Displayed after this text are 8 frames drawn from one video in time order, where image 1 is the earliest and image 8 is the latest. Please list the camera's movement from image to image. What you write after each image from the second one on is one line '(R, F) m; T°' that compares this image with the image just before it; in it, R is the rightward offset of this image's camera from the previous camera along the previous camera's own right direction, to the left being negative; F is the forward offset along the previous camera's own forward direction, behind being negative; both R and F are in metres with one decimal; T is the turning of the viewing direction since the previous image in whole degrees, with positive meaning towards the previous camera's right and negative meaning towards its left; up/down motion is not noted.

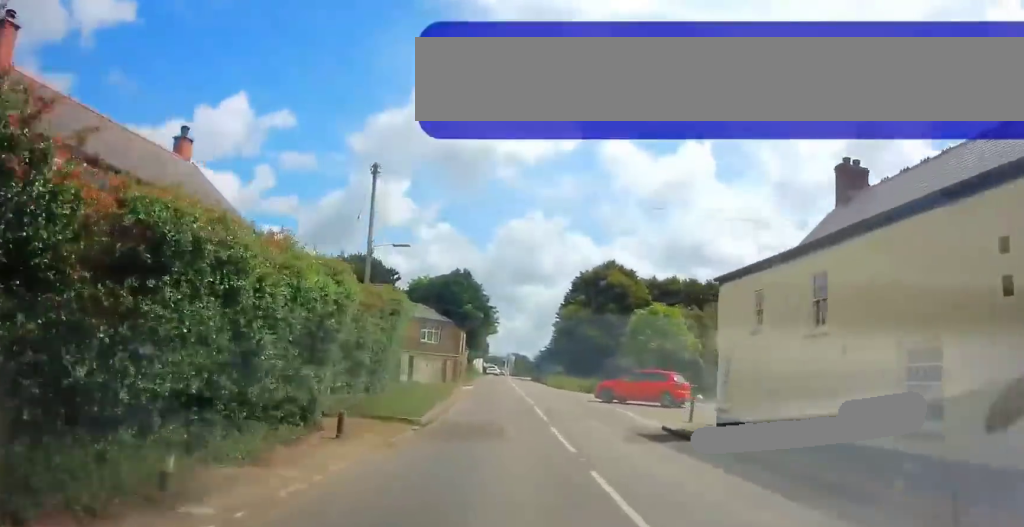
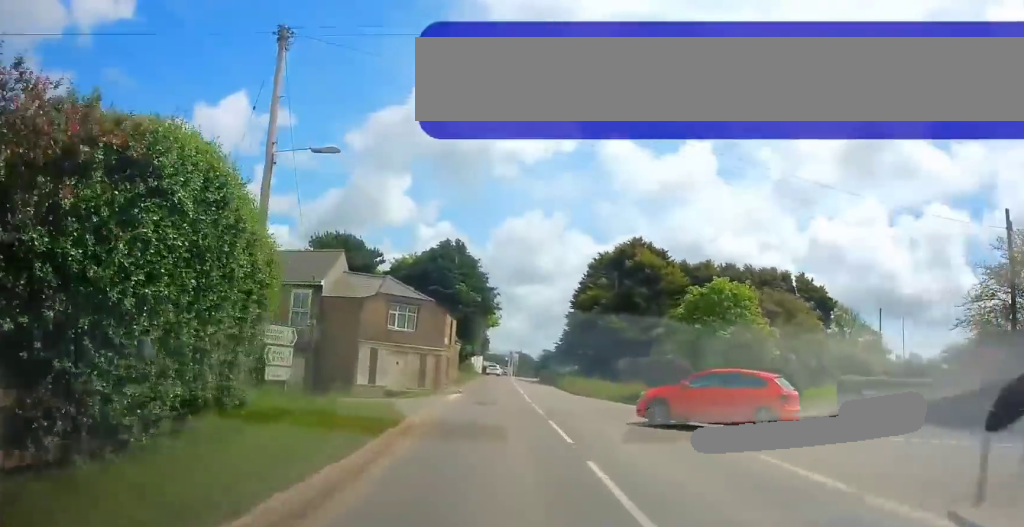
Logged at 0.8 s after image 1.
(+0.1, +10.8) m; -2°
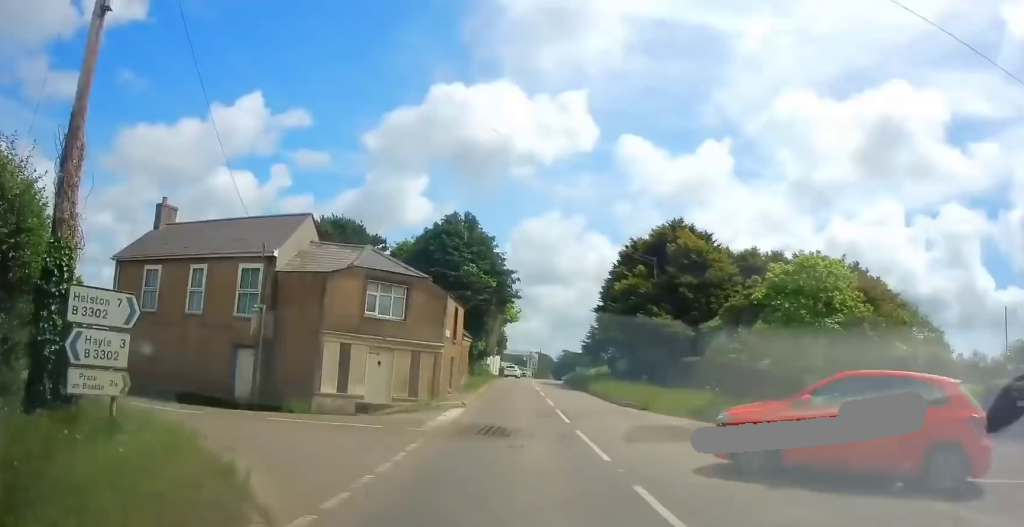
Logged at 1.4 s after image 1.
(0.0, +6.0) m; -2°
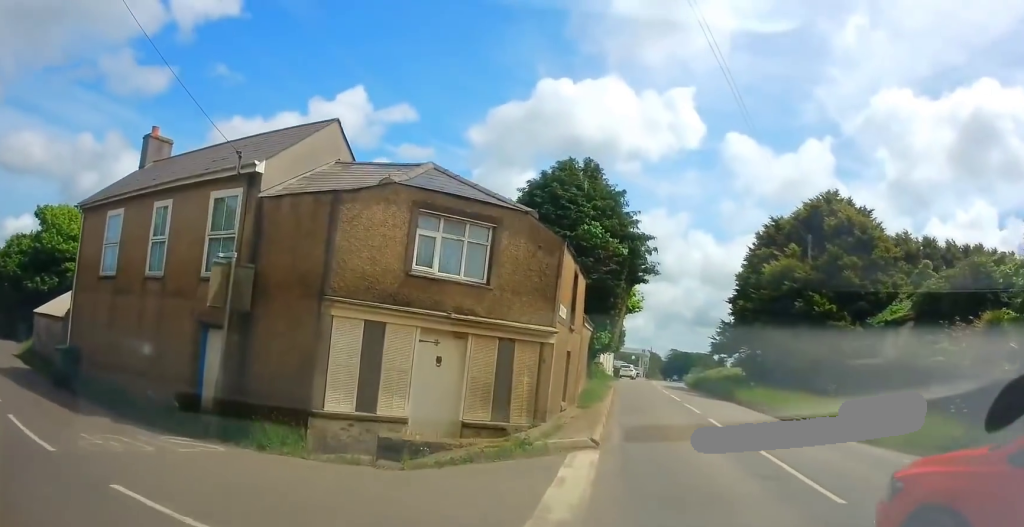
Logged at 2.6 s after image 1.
(-0.6, +6.6) m; -5°
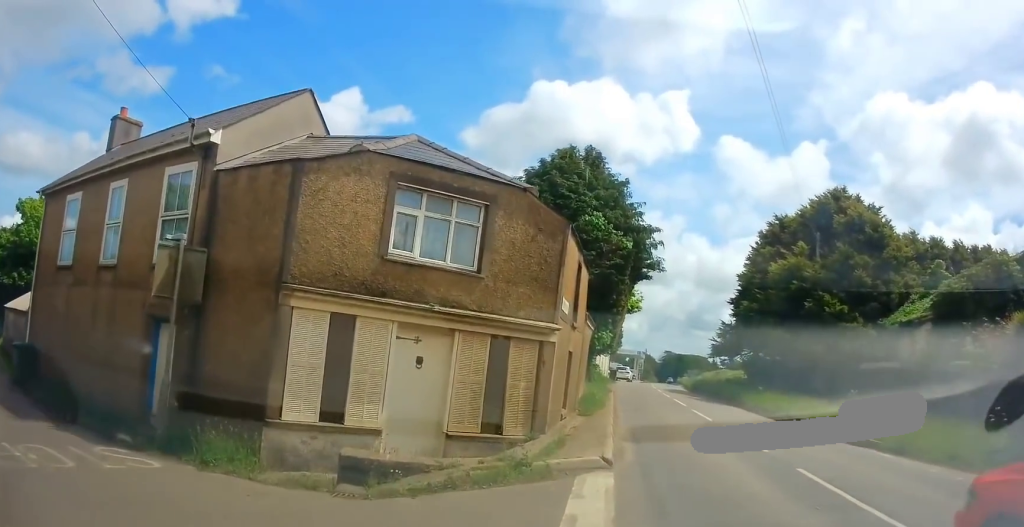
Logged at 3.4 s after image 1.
(0.0, +1.3) m; 0°
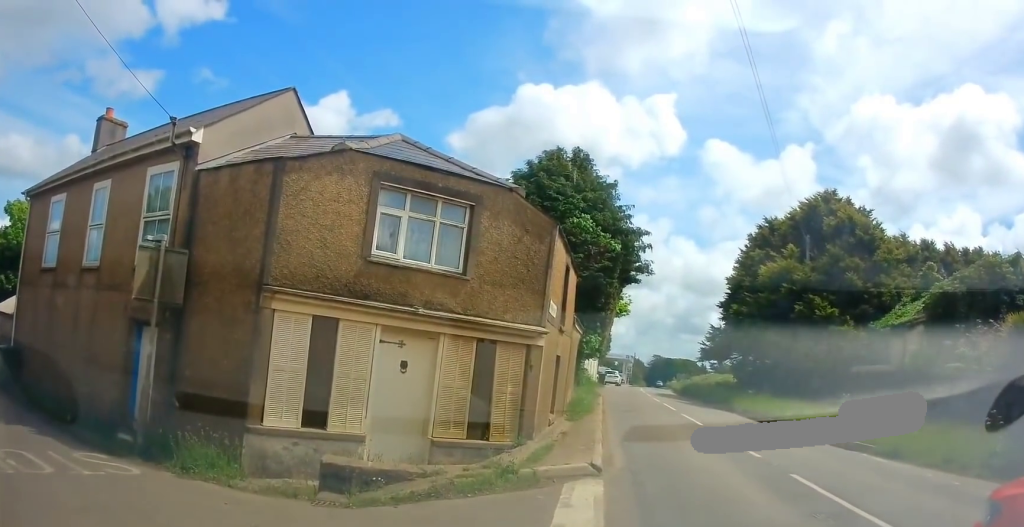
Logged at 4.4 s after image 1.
(0.0, +0.4) m; 0°
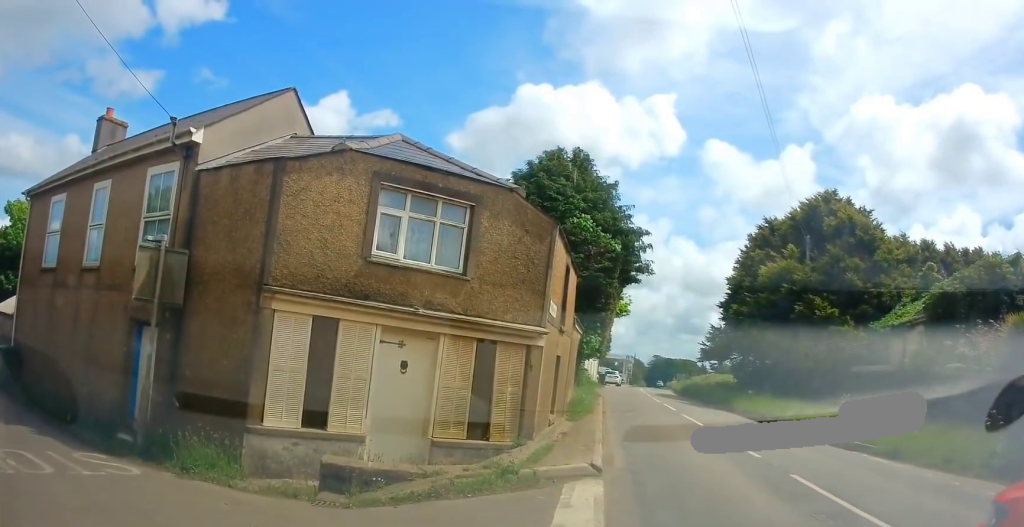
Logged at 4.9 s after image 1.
(0.0, 0.0) m; 0°
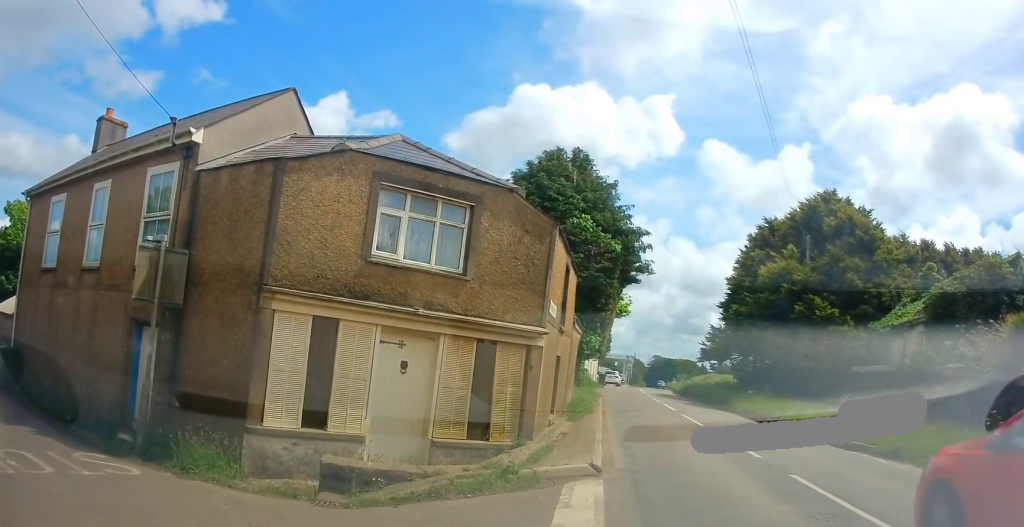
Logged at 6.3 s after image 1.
(0.0, 0.0) m; 0°
